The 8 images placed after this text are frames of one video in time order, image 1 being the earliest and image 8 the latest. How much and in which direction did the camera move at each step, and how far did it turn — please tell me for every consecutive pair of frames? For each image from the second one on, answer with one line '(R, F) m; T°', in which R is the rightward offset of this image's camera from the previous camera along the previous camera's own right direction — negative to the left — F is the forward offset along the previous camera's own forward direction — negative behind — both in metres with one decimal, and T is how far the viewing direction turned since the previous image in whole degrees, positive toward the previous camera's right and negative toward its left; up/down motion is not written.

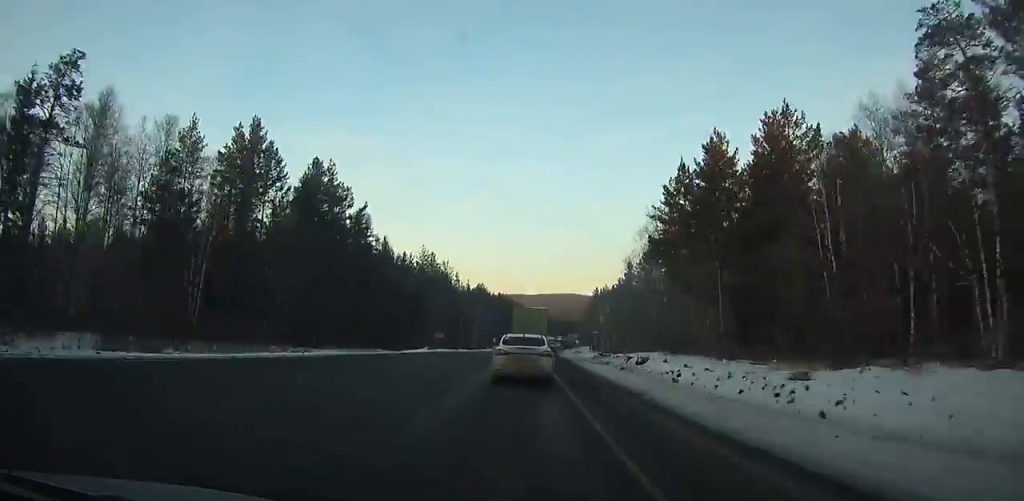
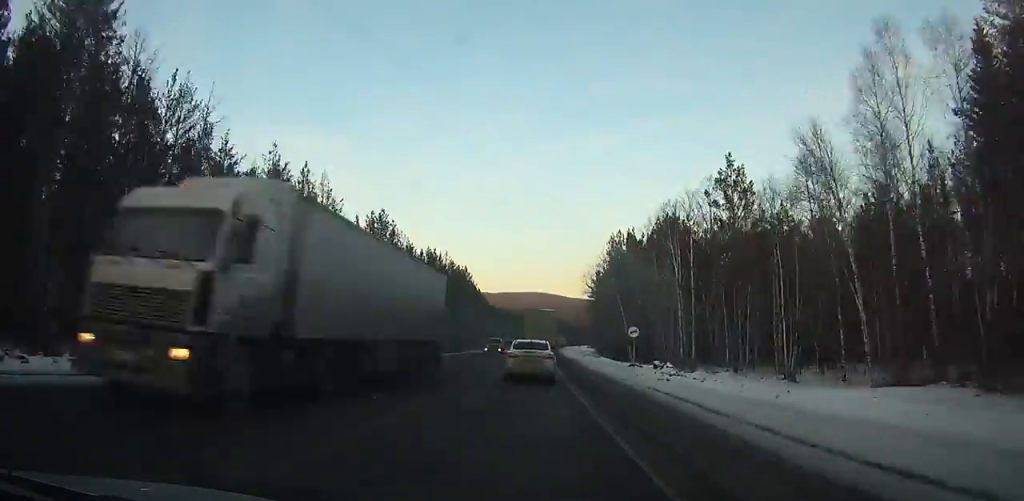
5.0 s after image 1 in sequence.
(-19.1, +74.9) m; -4°
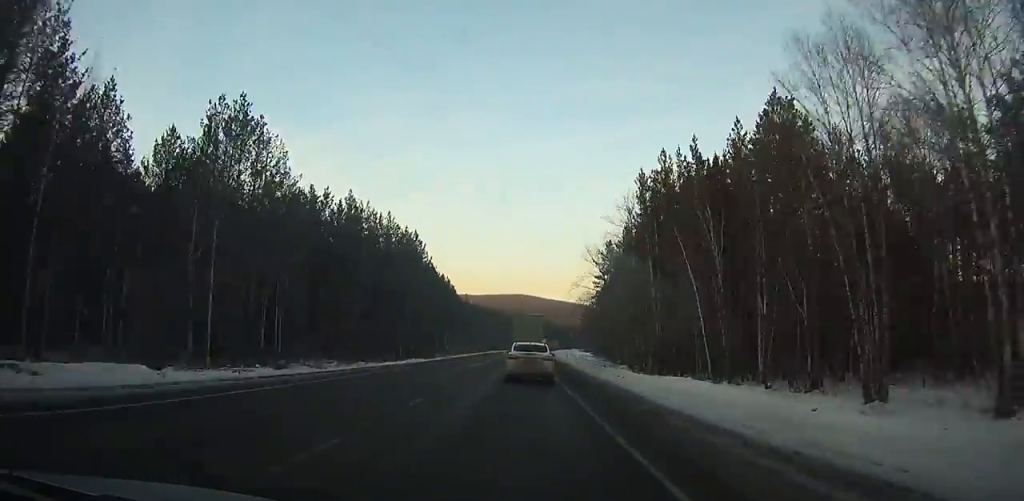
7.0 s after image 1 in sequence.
(-1.7, +28.4) m; +18°
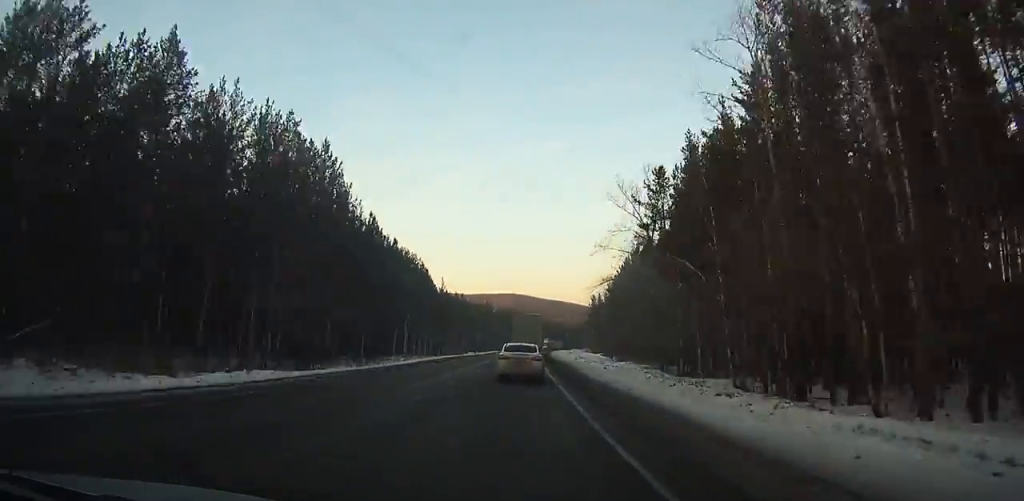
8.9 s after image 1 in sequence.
(+17.9, +40.5) m; +12°
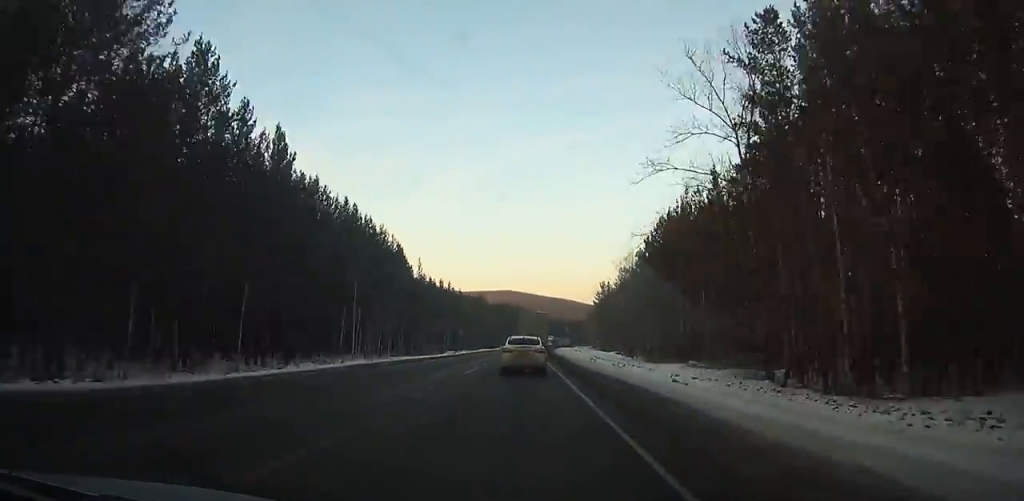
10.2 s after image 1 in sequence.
(+0.6, +29.2) m; 0°
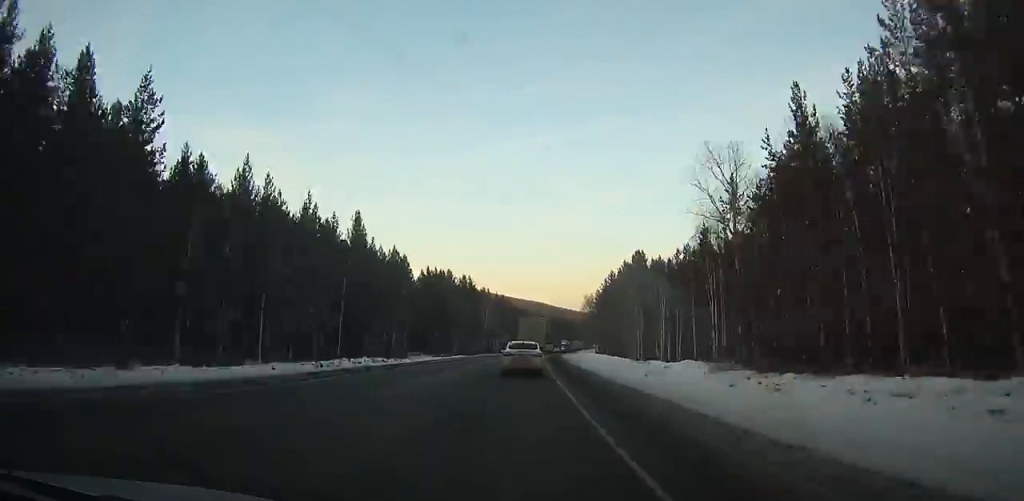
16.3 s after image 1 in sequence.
(-24.4, +134.3) m; -12°
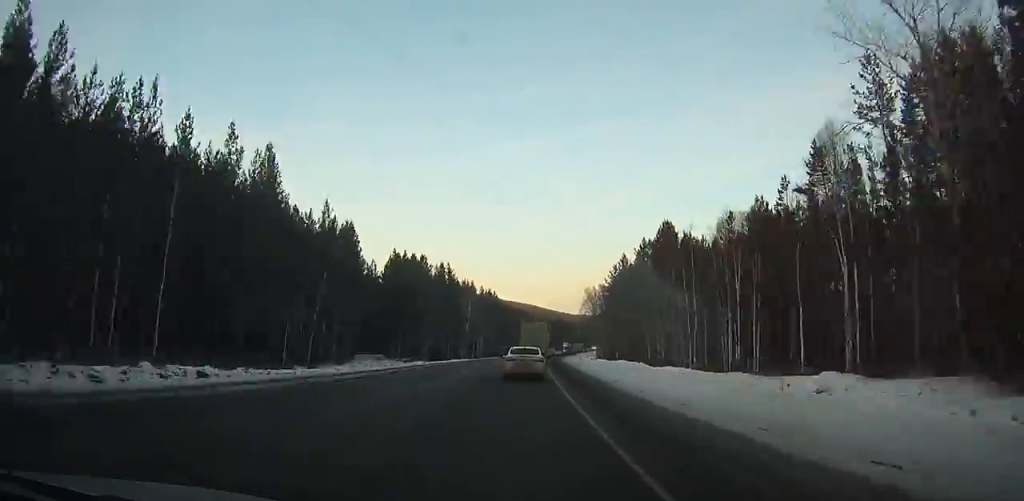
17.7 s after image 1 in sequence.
(-0.3, +31.6) m; +1°
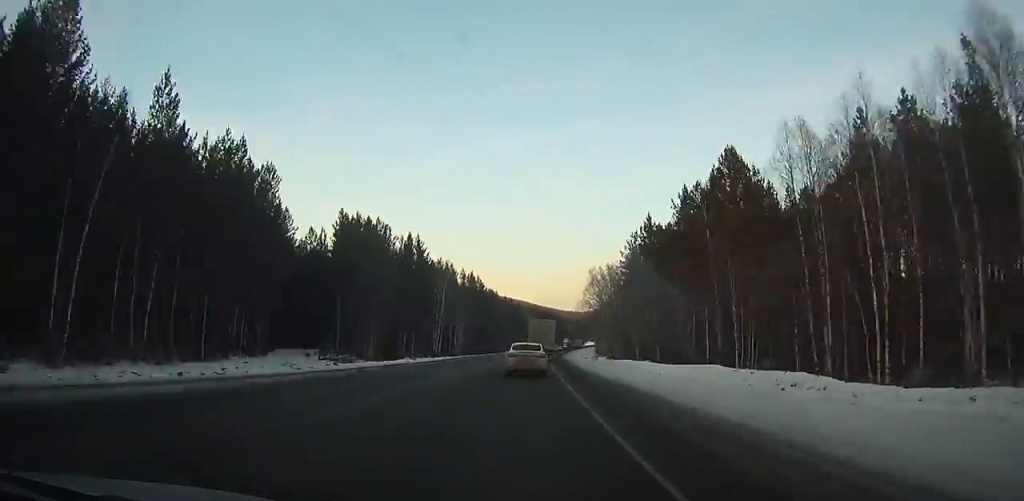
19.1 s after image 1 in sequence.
(+0.3, +31.8) m; +1°
